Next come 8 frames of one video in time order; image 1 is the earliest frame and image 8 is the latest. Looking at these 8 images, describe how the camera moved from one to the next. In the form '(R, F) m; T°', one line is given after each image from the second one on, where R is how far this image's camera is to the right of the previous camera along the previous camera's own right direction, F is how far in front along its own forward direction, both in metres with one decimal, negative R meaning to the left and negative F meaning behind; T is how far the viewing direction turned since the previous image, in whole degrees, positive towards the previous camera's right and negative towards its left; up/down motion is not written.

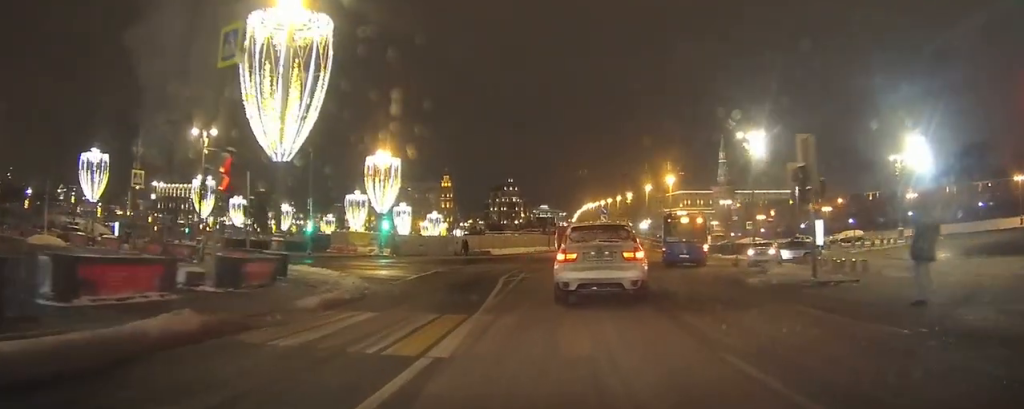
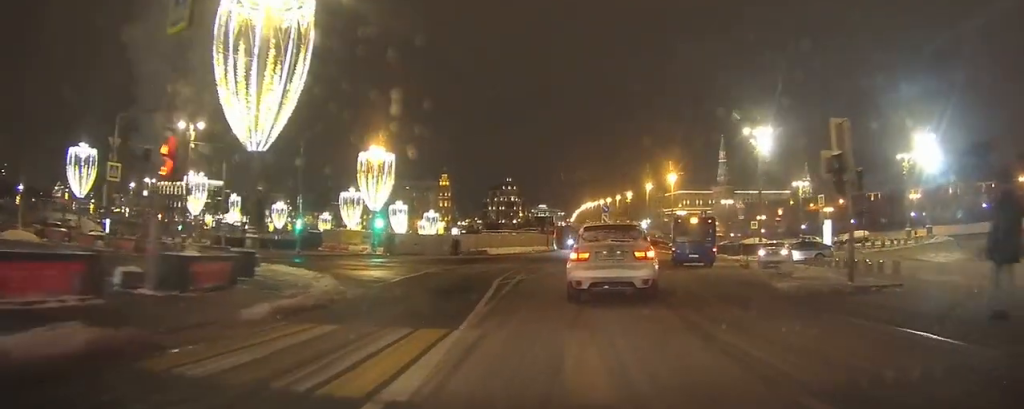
(0.0, +2.2) m; +1°
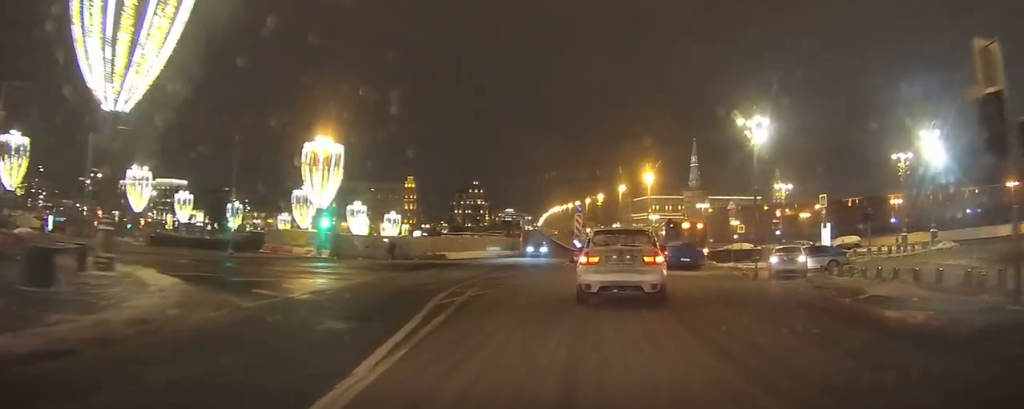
(+0.1, +5.6) m; +2°
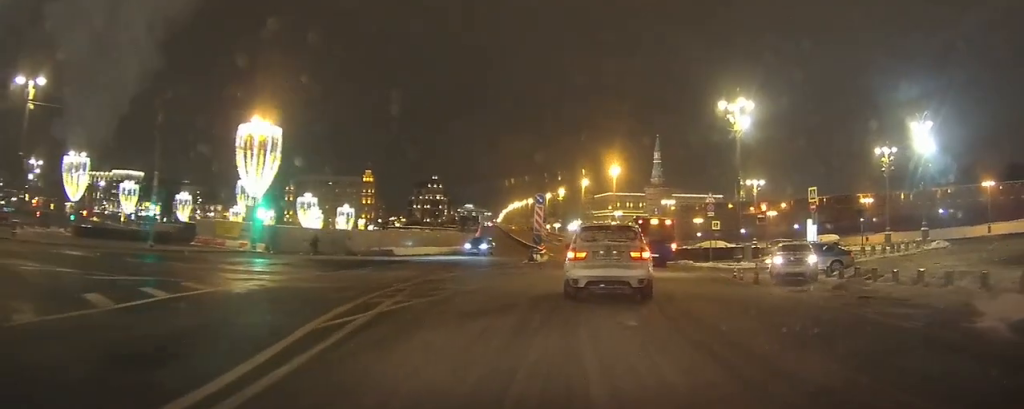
(+0.1, +4.0) m; +2°
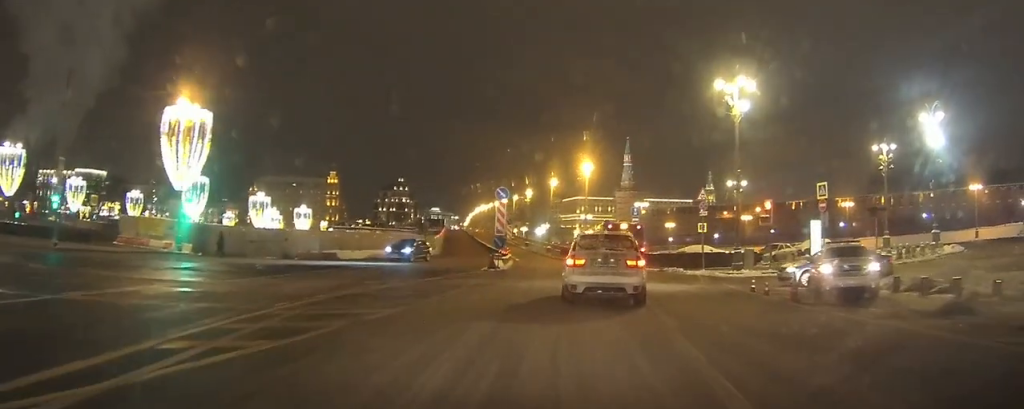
(+0.1, +5.4) m; +3°
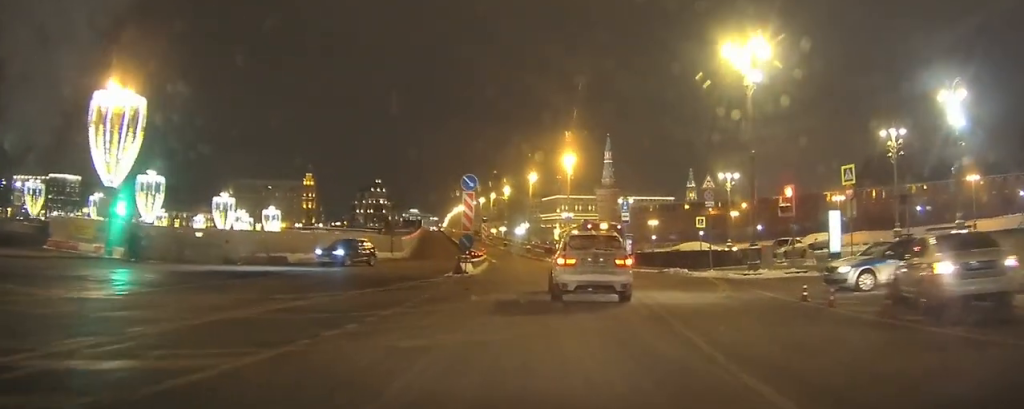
(+0.1, +5.3) m; +3°
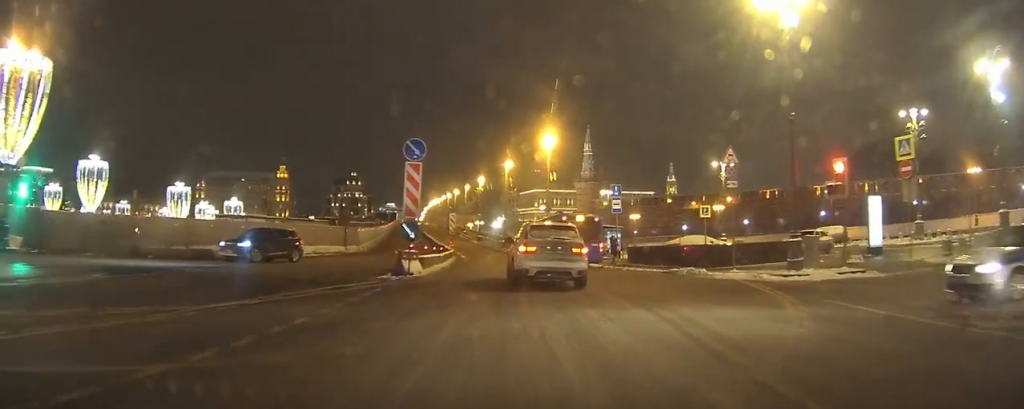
(+0.2, +6.8) m; +1°
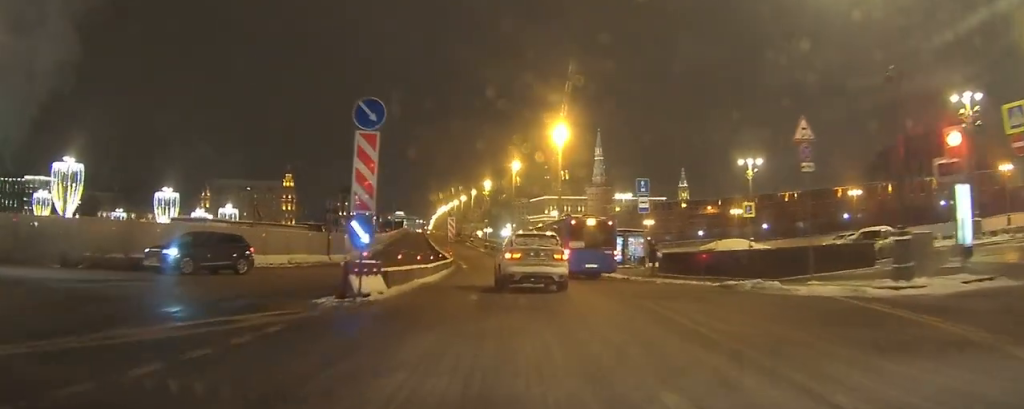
(-0.1, +6.0) m; -1°
